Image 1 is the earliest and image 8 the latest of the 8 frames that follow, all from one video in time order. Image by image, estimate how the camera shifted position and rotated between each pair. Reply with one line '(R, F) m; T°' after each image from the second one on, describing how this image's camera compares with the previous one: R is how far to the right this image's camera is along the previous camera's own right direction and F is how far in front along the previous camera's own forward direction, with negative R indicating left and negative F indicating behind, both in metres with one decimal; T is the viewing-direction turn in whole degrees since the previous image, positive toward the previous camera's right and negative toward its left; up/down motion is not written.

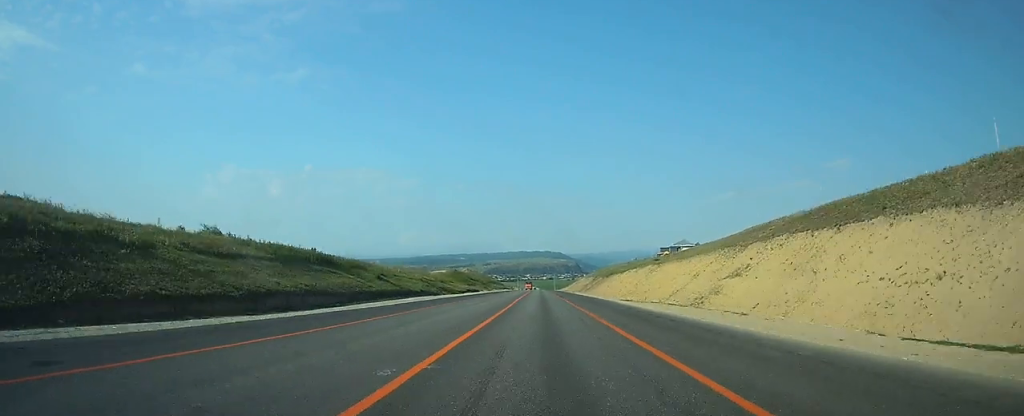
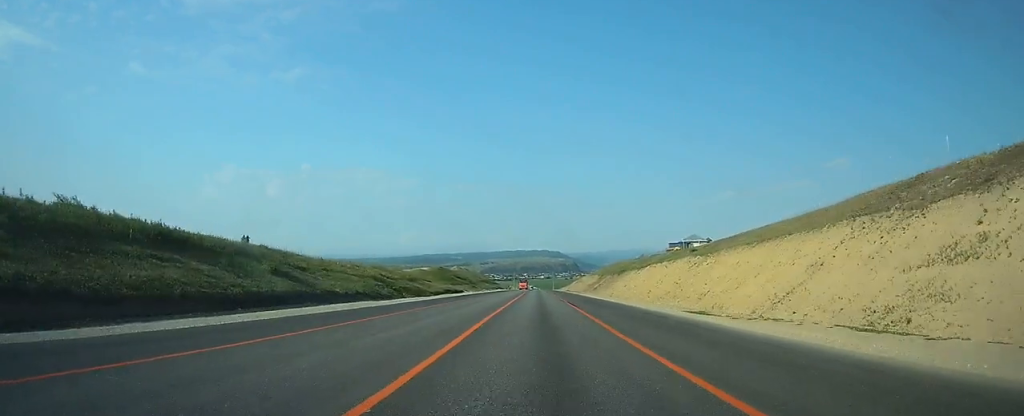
(0.0, +22.8) m; 0°
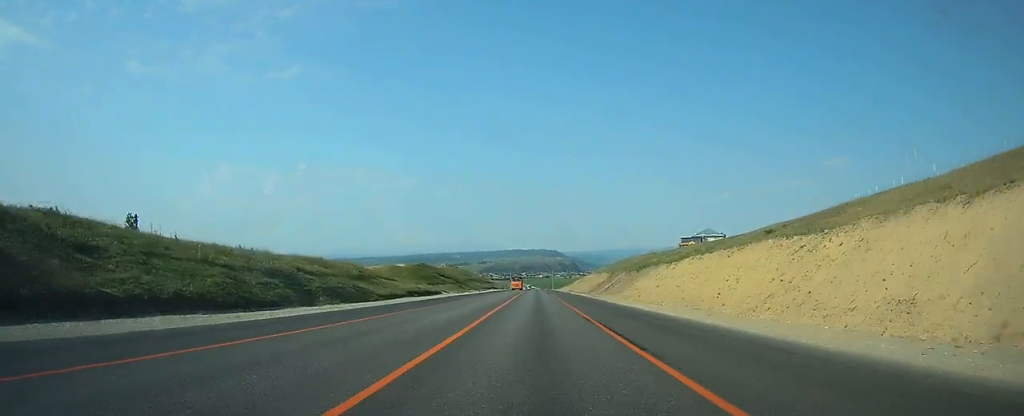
(0.0, +22.9) m; 0°
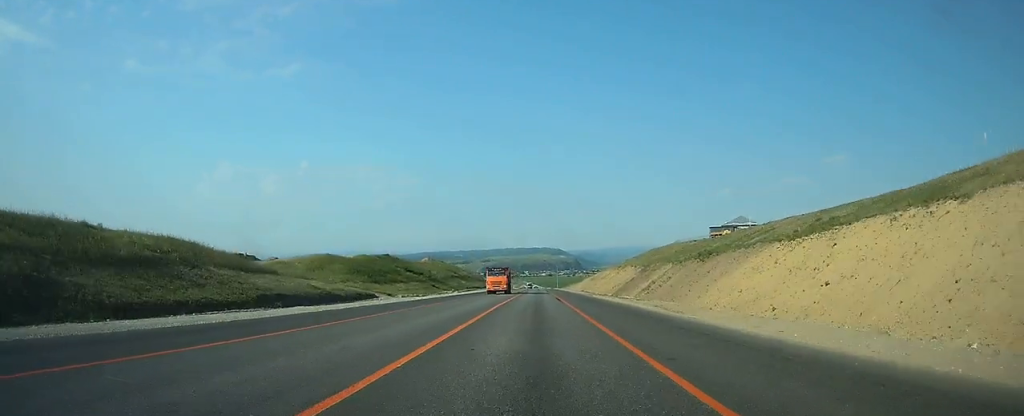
(0.0, +34.2) m; 0°
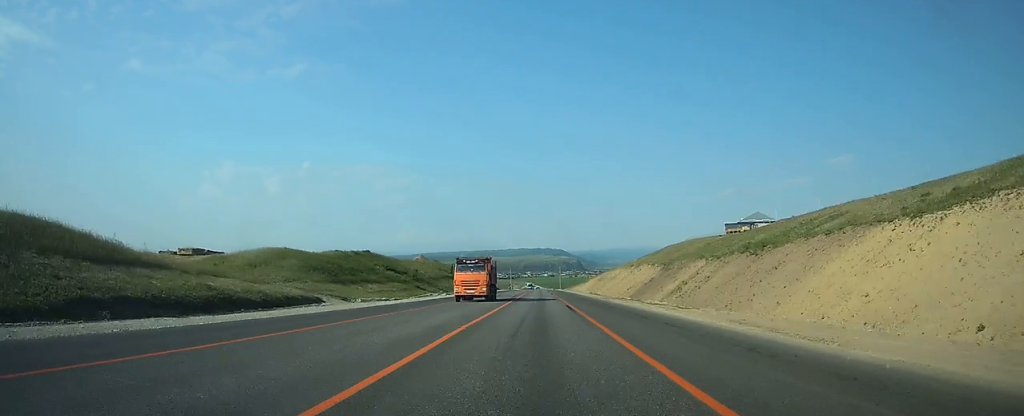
(0.0, +13.2) m; 0°
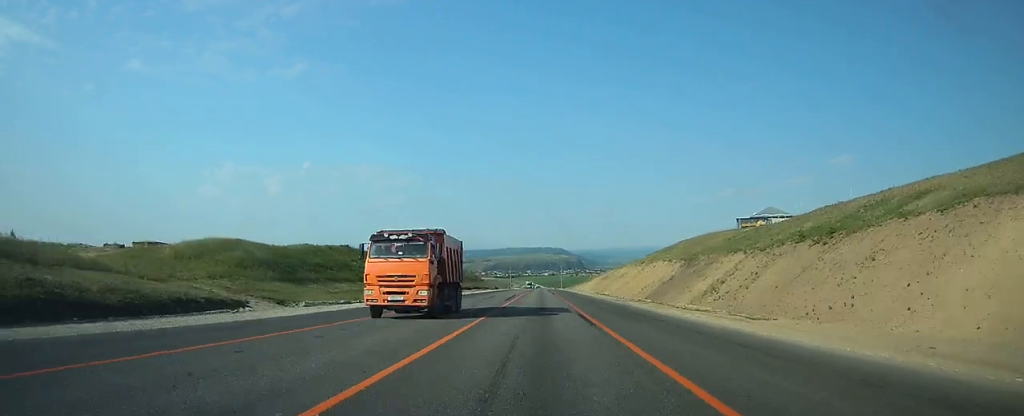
(0.0, +10.4) m; 0°
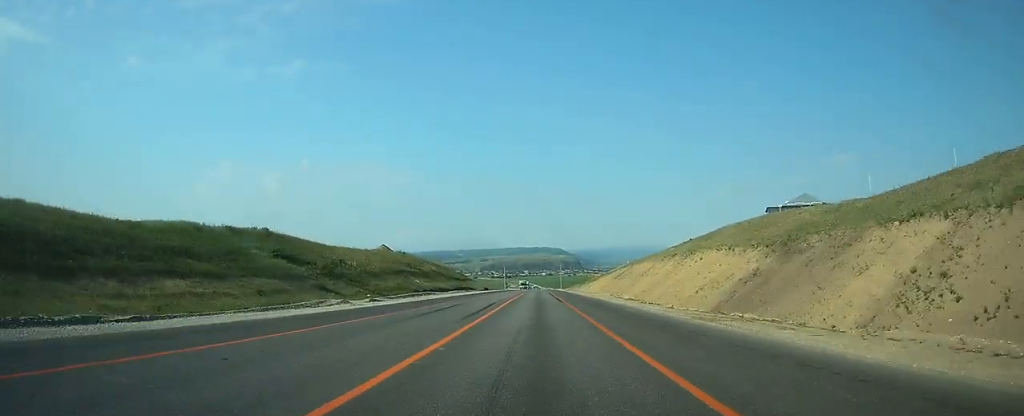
(0.0, +24.2) m; 0°
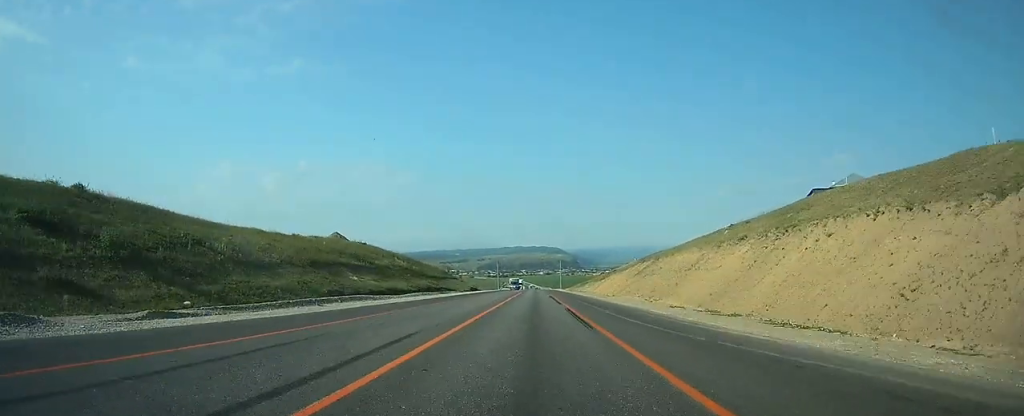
(+0.1, +25.6) m; 0°
